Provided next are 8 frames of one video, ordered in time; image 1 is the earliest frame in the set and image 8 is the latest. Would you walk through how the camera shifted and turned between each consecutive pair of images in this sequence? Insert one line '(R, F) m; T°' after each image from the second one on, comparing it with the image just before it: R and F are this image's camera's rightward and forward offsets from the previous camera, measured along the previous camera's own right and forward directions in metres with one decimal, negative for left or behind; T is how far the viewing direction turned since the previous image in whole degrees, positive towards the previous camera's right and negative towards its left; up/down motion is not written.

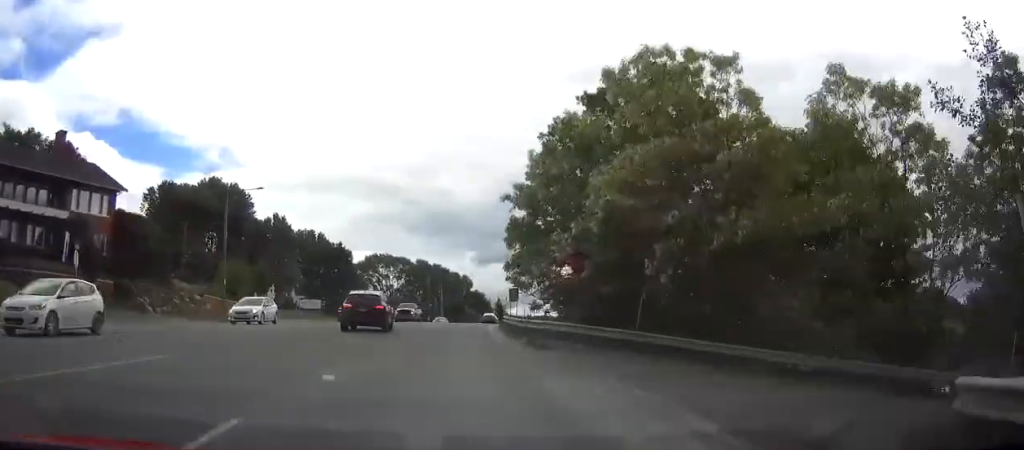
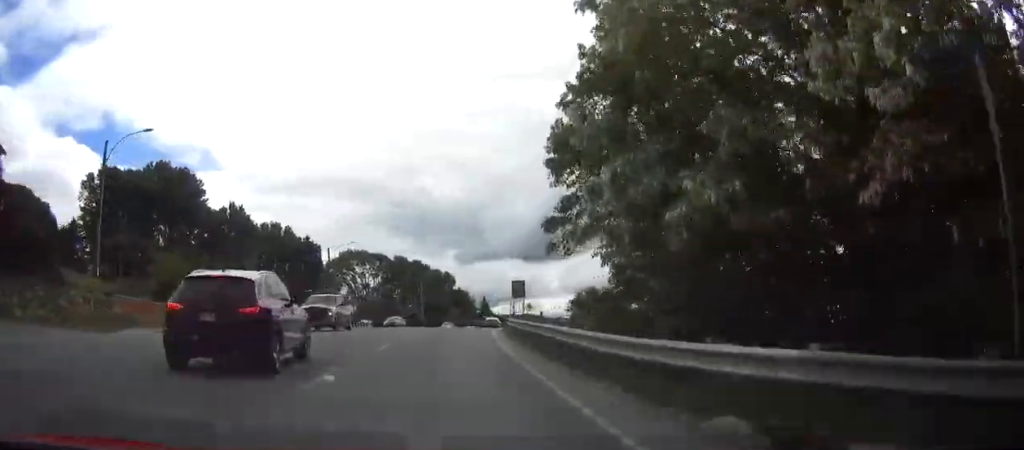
(+0.3, +16.5) m; +2°
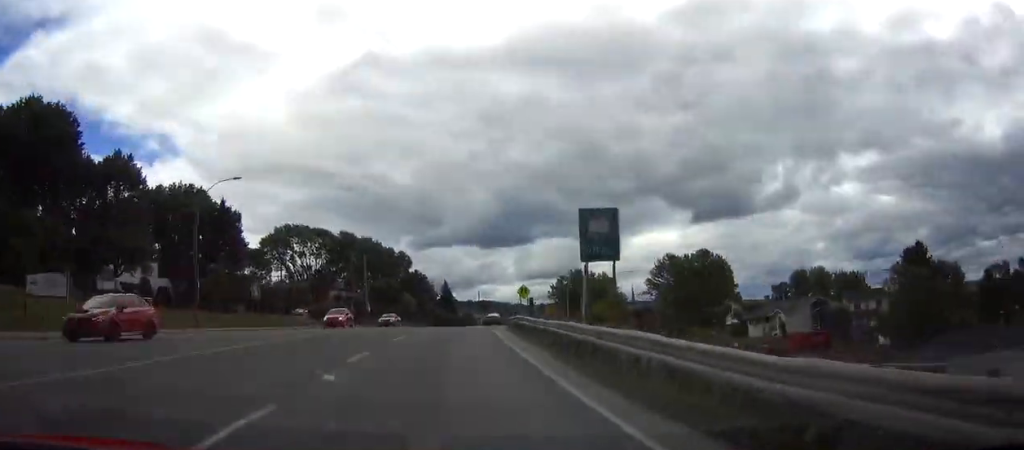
(+0.7, +30.5) m; +3°
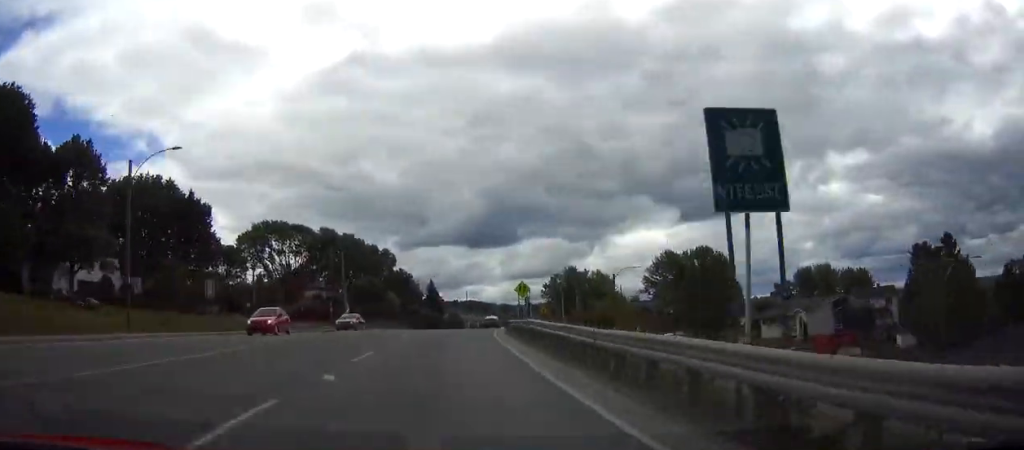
(0.0, +8.5) m; +1°
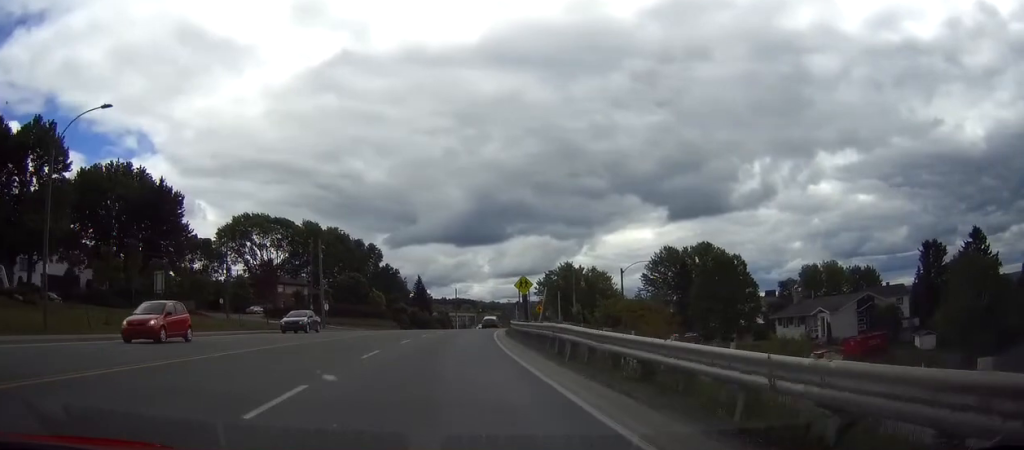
(+0.2, +7.4) m; +1°
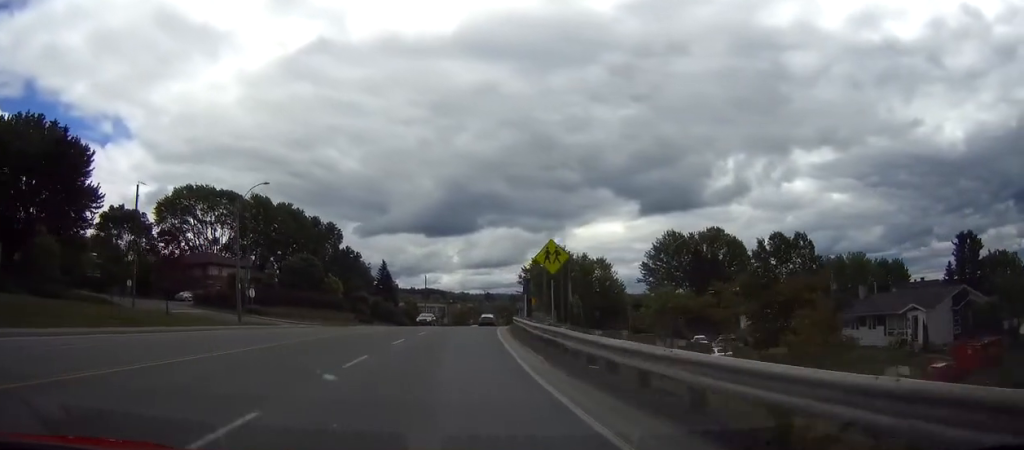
(+0.4, +20.6) m; +2°
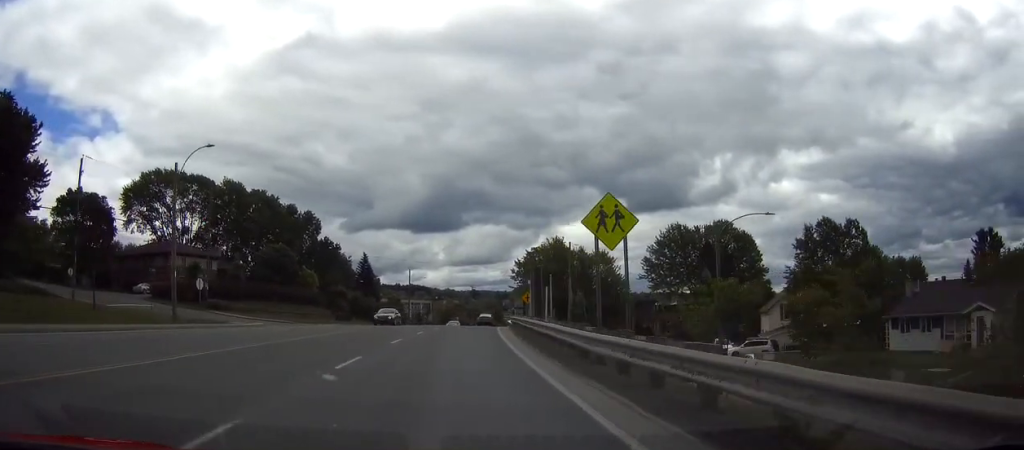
(+0.2, +9.9) m; +1°
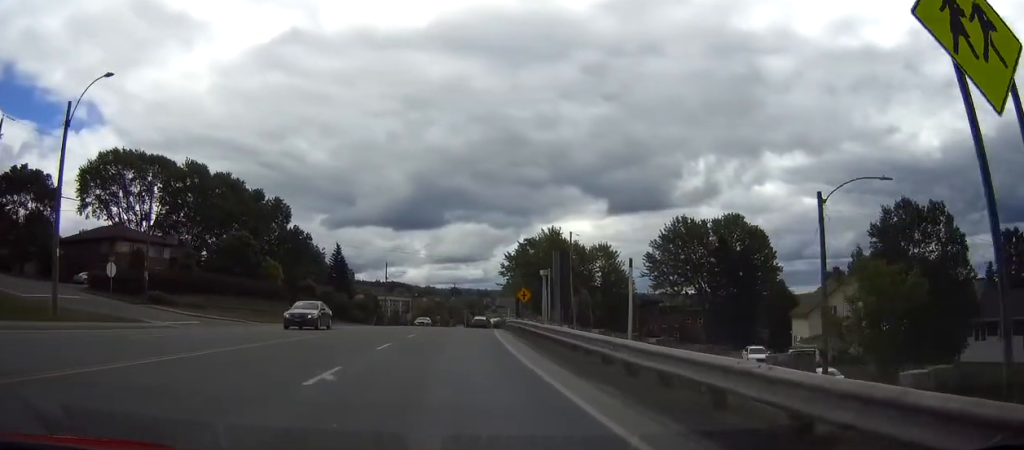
(+0.2, +11.6) m; +2°
